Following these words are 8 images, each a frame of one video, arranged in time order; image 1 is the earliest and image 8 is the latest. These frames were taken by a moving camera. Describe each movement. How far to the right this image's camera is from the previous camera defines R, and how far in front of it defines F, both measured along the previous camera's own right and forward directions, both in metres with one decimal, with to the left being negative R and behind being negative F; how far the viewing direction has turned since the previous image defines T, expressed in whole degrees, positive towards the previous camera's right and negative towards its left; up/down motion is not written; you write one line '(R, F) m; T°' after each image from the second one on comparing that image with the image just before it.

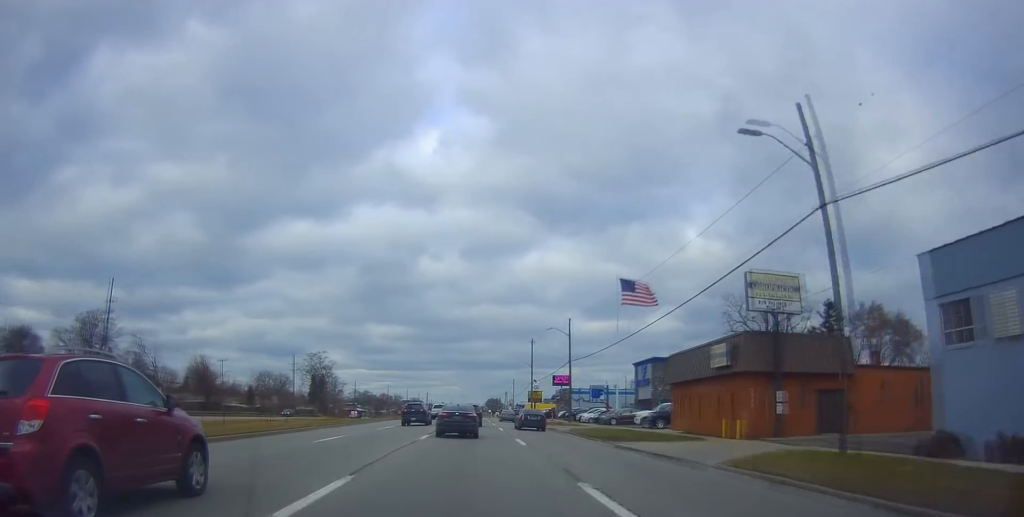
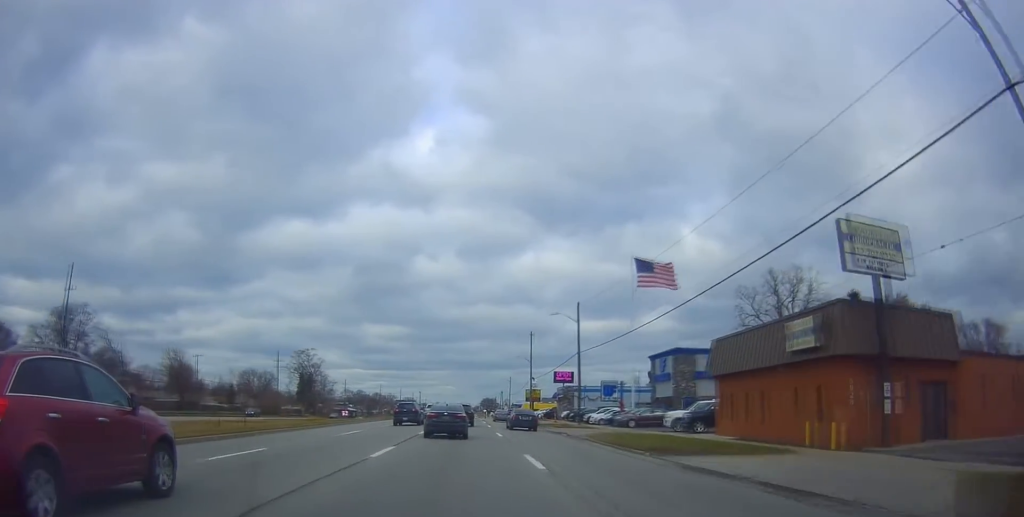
(0.0, +8.9) m; 0°
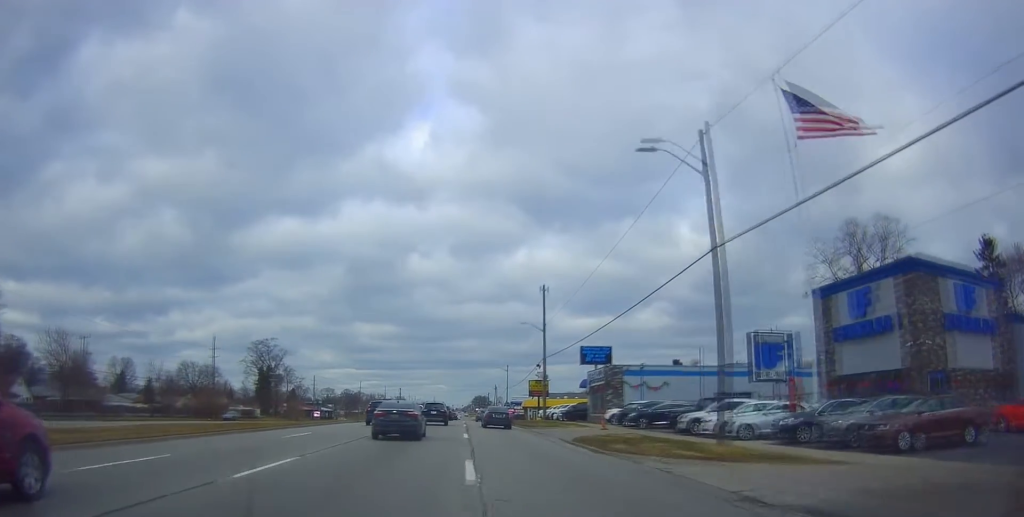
(0.0, +33.2) m; 0°
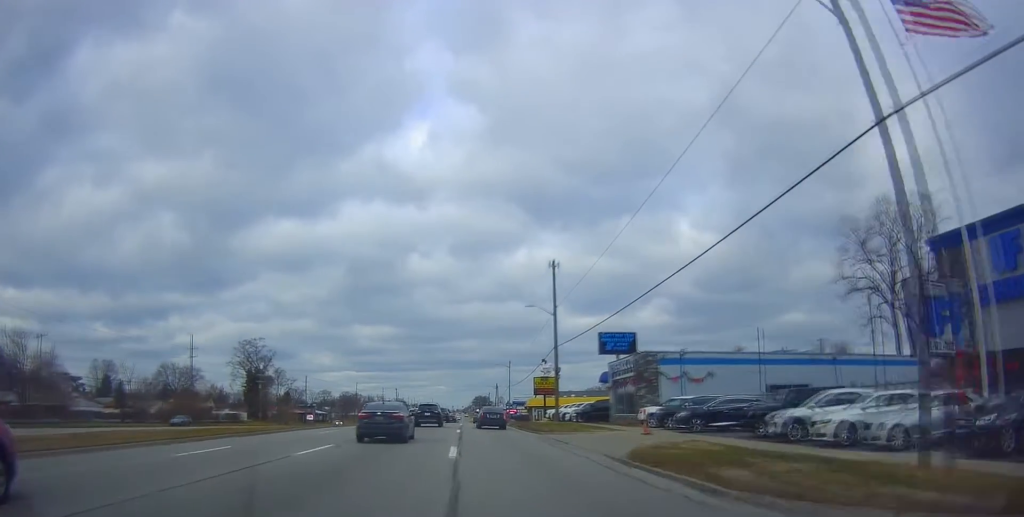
(0.0, +9.8) m; 0°
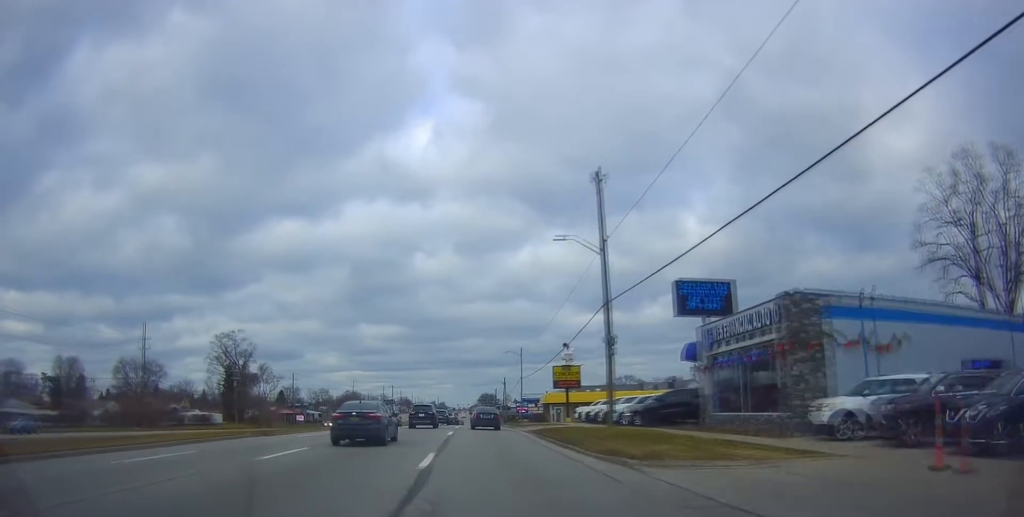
(0.0, +18.8) m; 0°
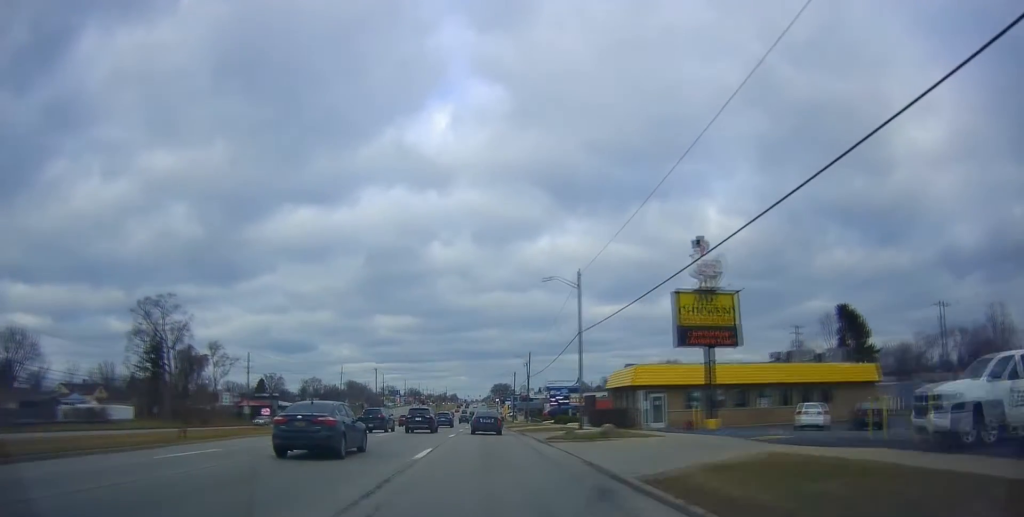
(-0.3, +42.2) m; -1°
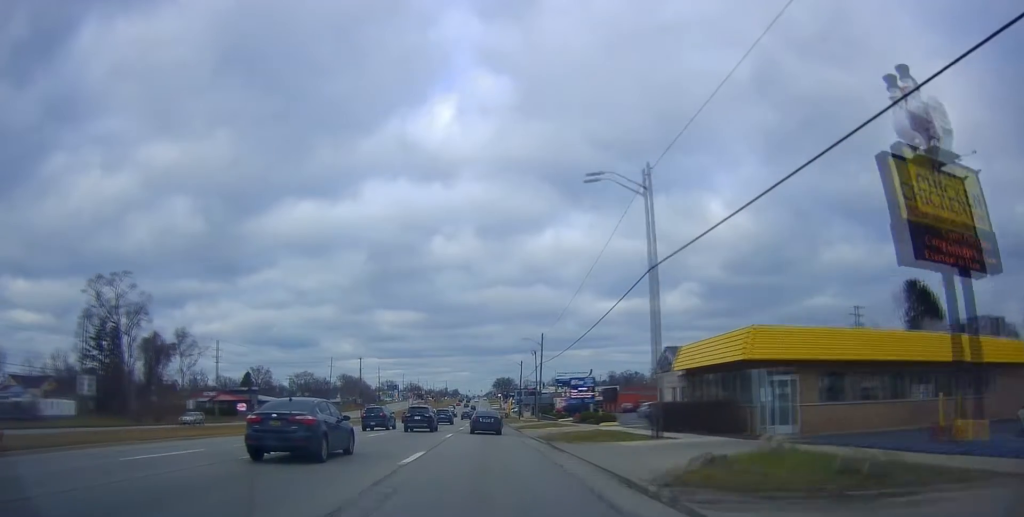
(-0.2, +17.1) m; 0°
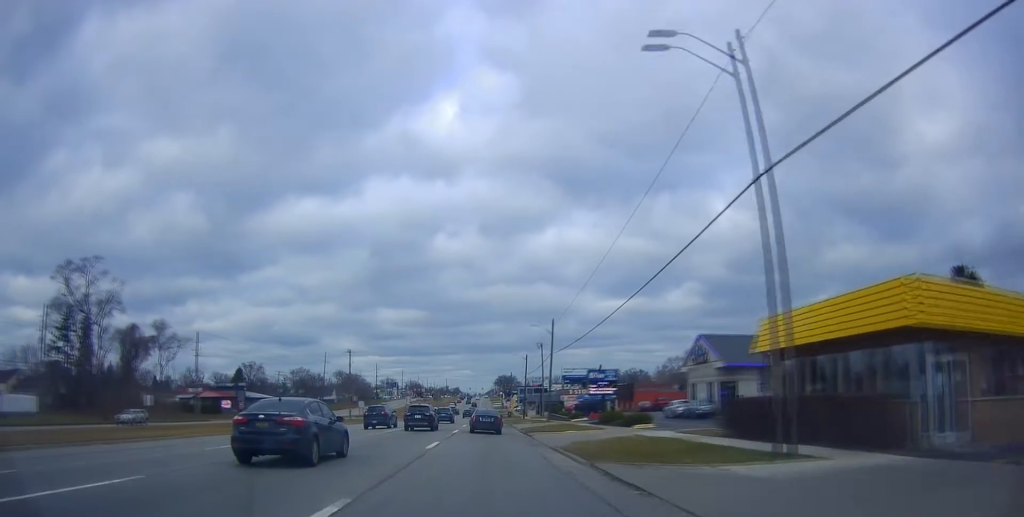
(+0.2, +9.5) m; -1°
